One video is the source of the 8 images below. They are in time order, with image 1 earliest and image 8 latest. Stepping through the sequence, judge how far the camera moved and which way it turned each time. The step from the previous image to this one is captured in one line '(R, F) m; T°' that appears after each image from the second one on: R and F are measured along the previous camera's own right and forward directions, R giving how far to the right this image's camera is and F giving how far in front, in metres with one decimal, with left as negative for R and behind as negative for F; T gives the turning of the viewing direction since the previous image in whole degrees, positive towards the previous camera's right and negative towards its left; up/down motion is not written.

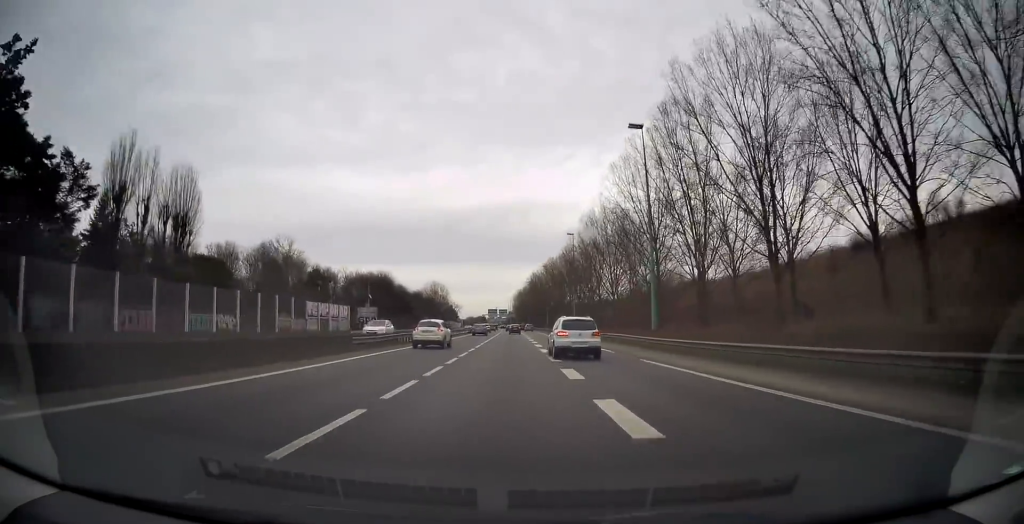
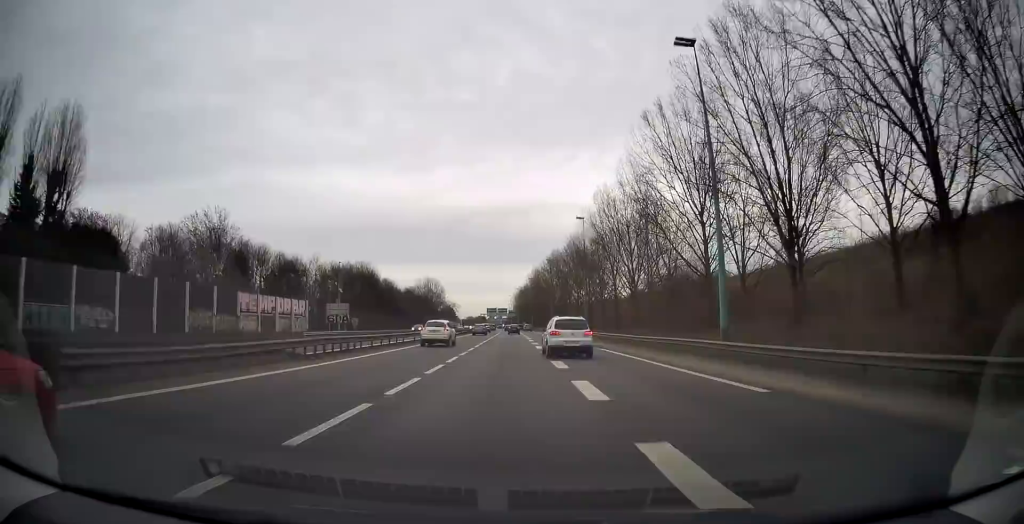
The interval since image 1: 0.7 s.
(0.0, +16.1) m; 0°
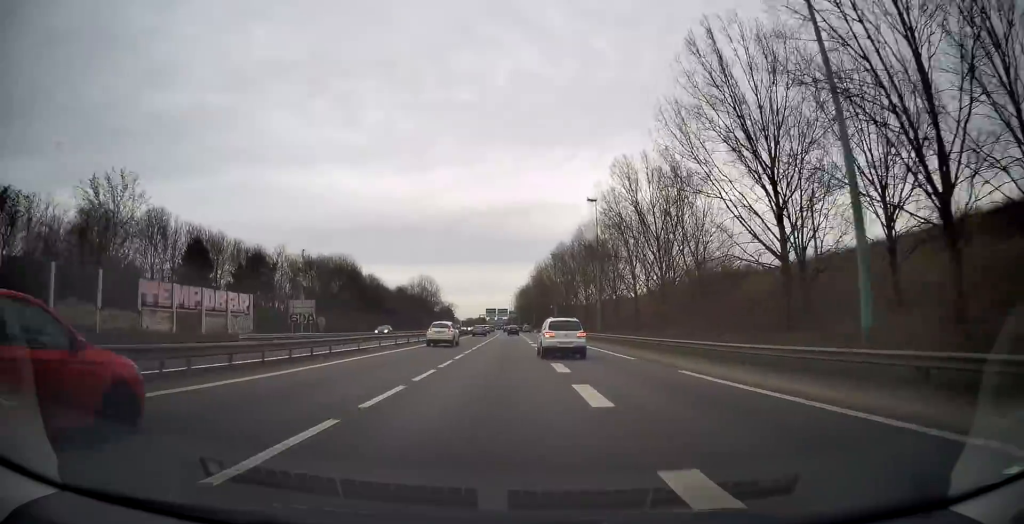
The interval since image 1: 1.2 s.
(+0.1, +13.5) m; 0°
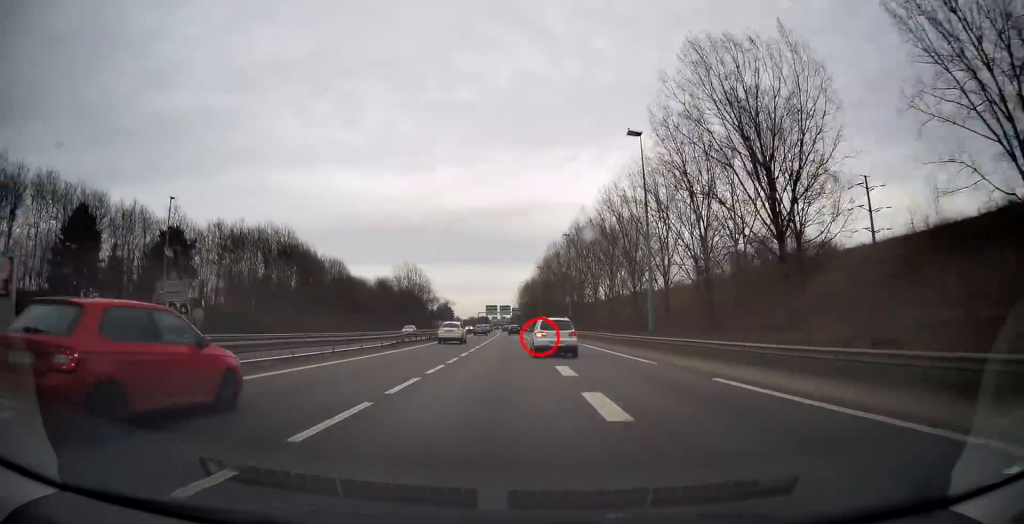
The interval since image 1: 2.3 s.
(-0.1, +26.5) m; 0°
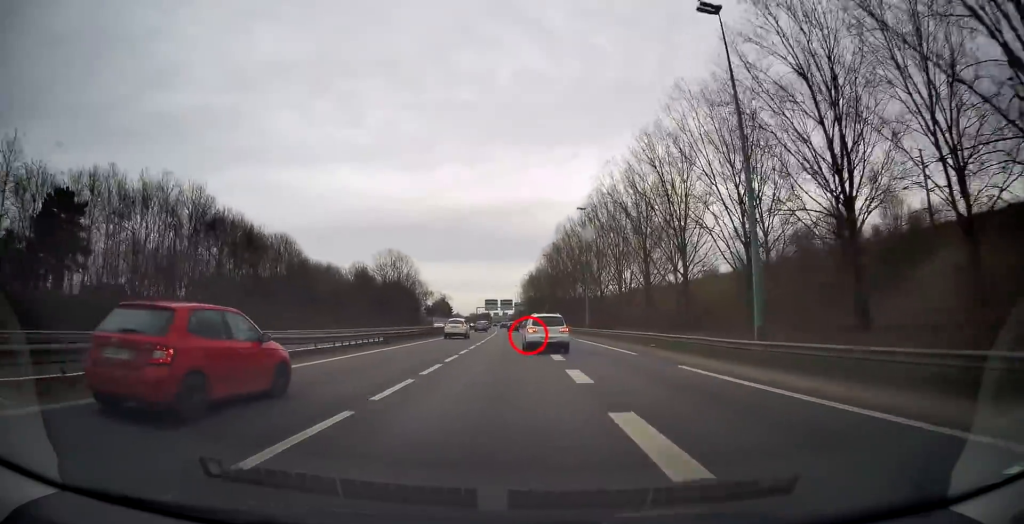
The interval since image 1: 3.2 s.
(+0.1, +22.0) m; 0°
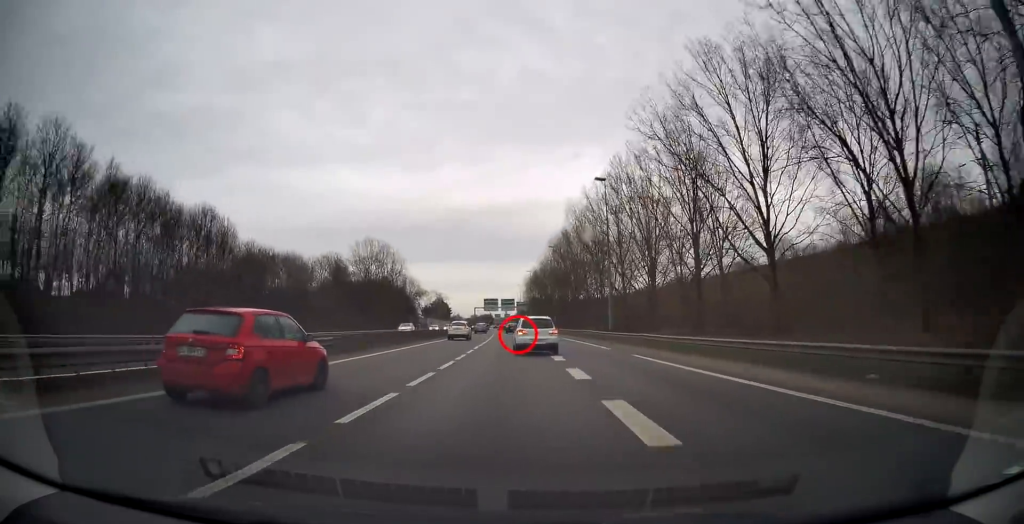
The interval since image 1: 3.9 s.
(0.0, +18.2) m; 0°
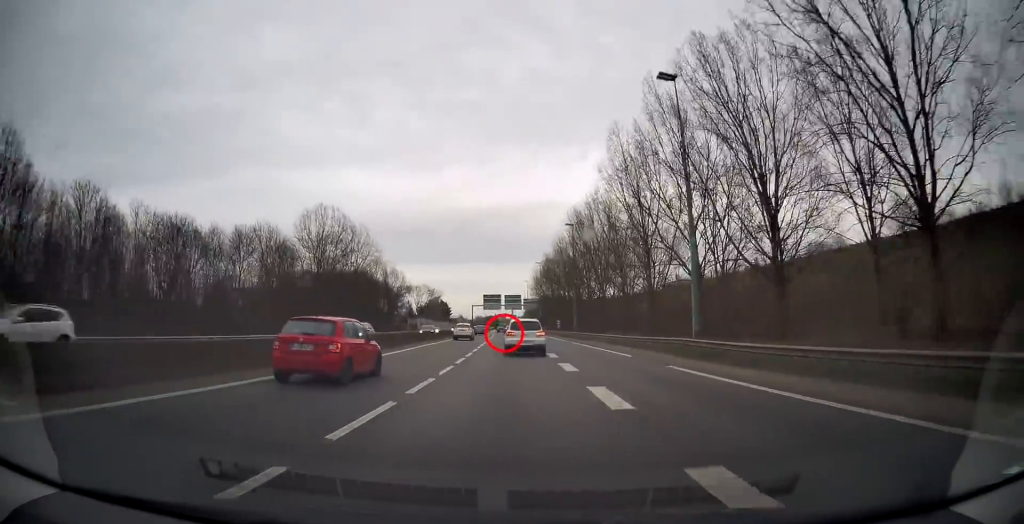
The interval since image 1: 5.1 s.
(-0.1, +30.4) m; 0°
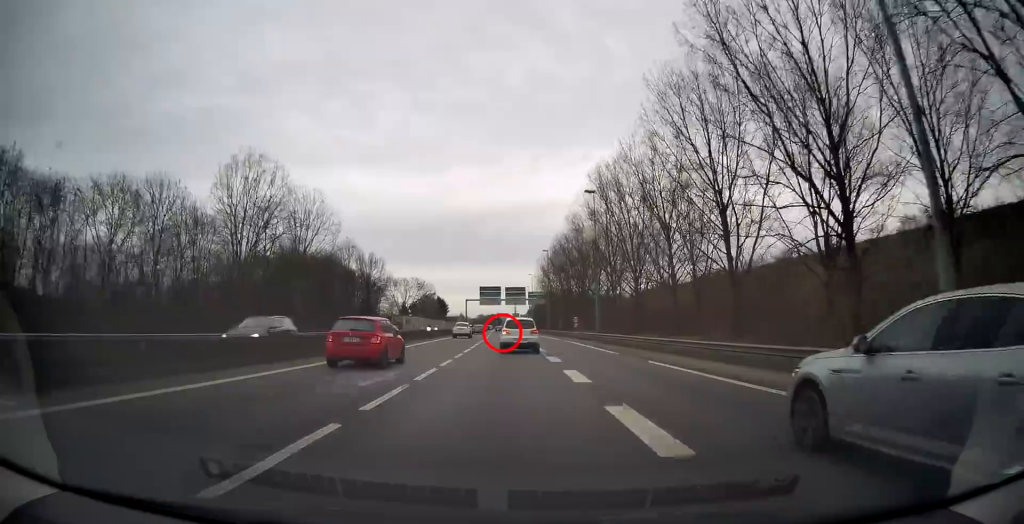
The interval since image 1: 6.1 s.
(0.0, +24.1) m; 0°
